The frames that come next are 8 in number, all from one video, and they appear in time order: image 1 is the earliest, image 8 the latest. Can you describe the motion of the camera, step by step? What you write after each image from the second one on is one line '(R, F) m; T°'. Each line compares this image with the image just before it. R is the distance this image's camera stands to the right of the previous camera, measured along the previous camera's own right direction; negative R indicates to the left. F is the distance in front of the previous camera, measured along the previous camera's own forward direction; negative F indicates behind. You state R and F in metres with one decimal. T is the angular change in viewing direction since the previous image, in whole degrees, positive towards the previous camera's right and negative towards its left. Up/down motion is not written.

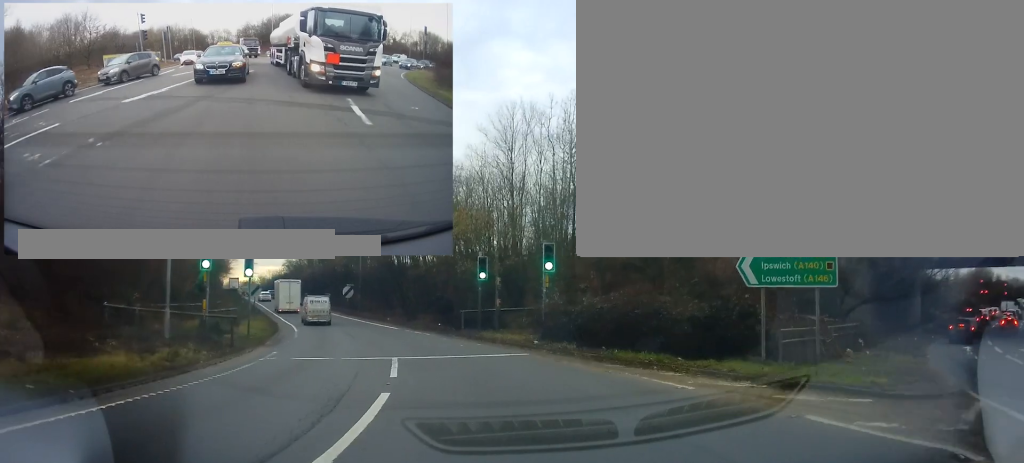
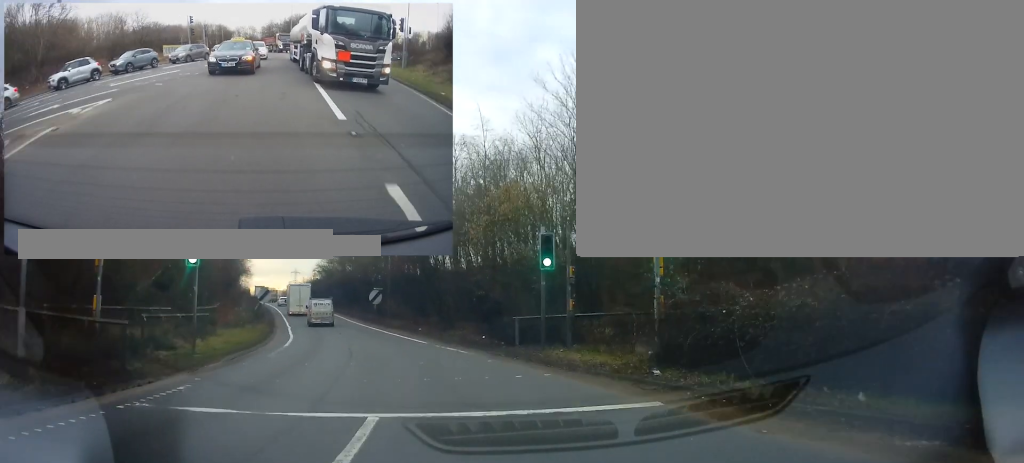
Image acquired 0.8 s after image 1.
(-0.2, +9.5) m; -7°
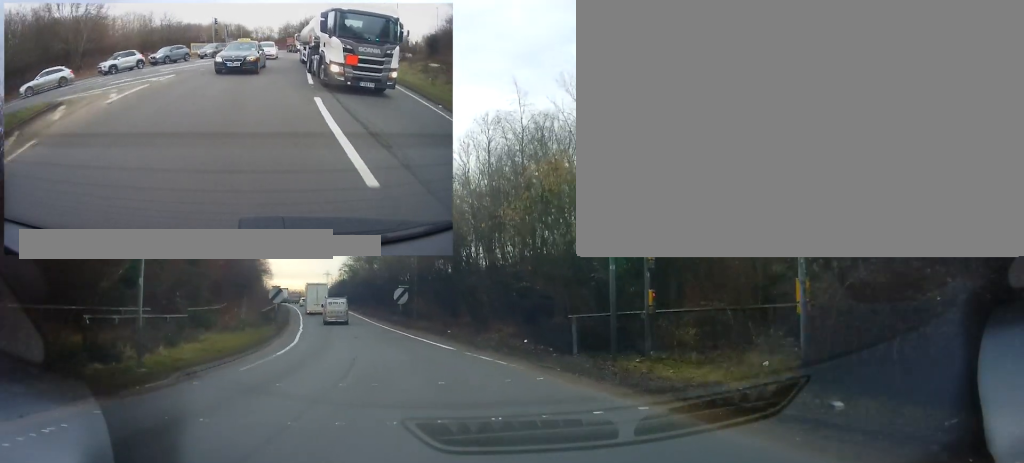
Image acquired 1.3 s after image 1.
(-0.4, +5.1) m; -4°
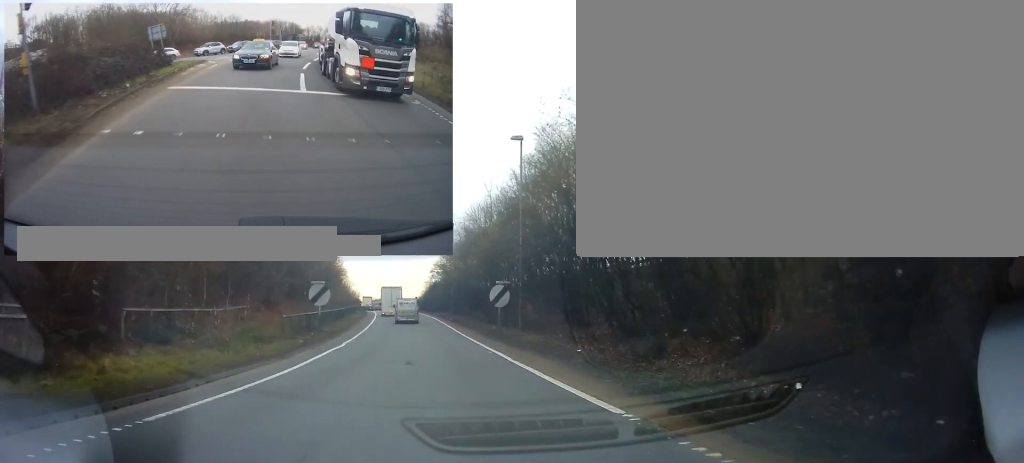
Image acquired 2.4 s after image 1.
(-1.3, +13.2) m; -8°
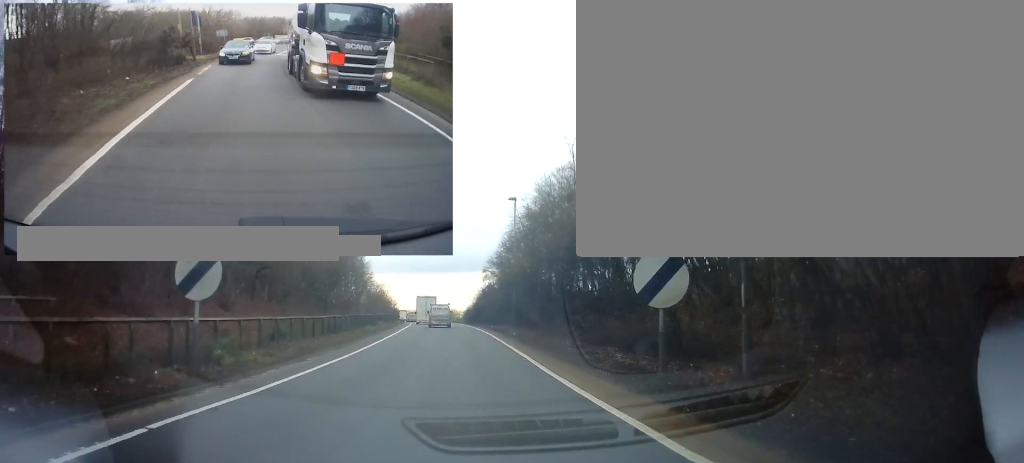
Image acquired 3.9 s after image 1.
(-0.9, +19.4) m; -3°
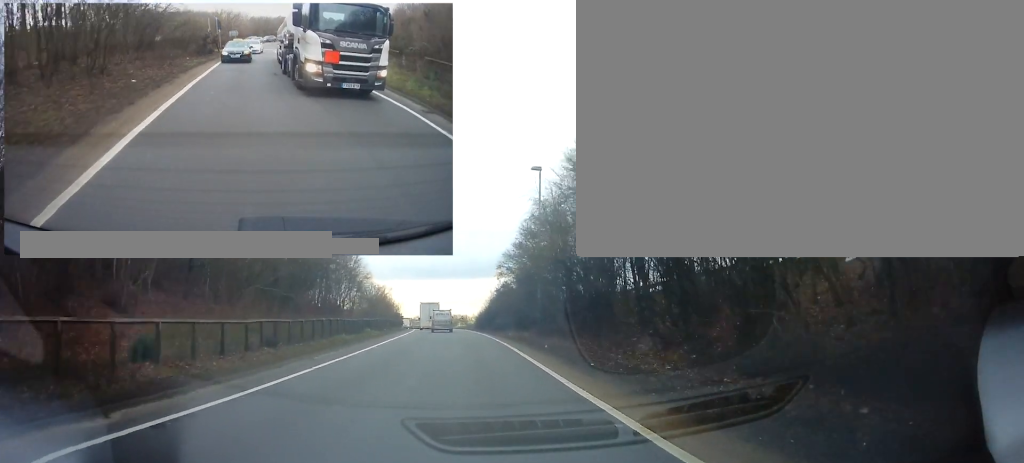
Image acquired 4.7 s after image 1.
(0.0, +10.6) m; -1°
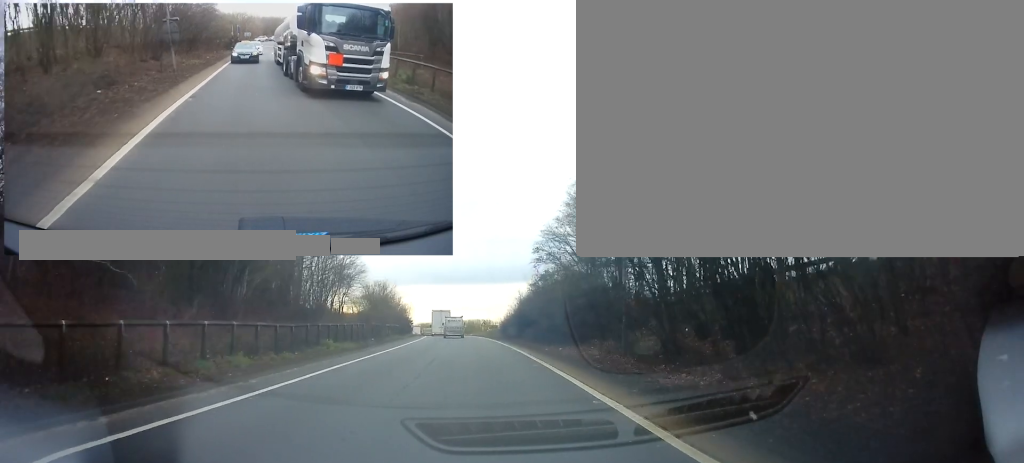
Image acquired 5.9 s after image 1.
(-0.3, +15.3) m; -1°
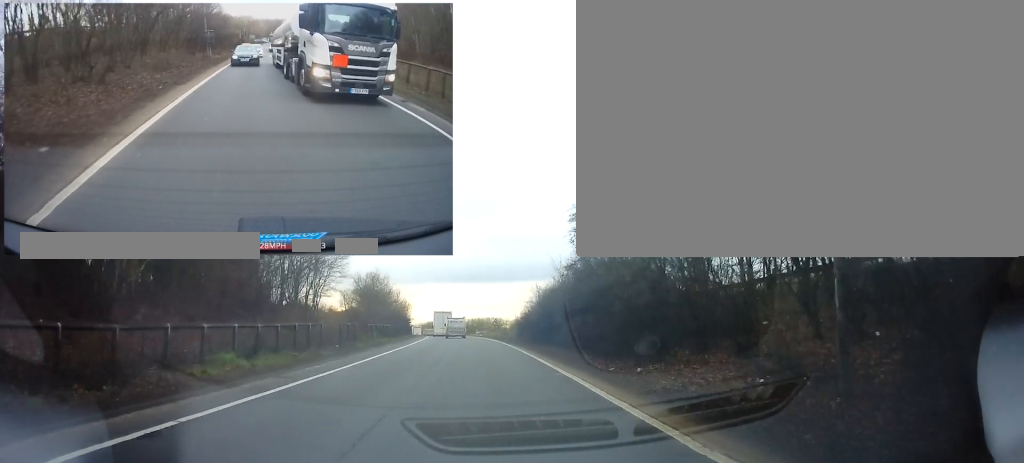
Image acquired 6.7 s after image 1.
(0.0, +10.9) m; -1°
